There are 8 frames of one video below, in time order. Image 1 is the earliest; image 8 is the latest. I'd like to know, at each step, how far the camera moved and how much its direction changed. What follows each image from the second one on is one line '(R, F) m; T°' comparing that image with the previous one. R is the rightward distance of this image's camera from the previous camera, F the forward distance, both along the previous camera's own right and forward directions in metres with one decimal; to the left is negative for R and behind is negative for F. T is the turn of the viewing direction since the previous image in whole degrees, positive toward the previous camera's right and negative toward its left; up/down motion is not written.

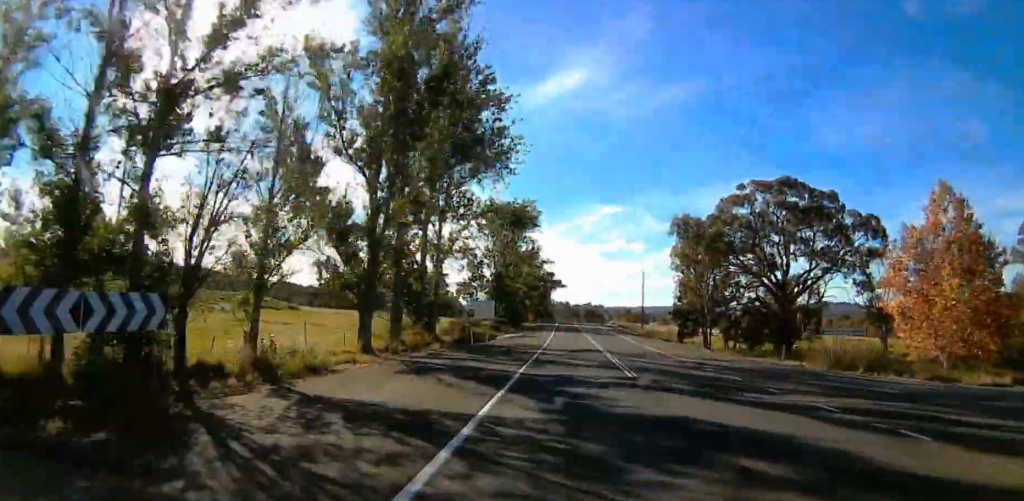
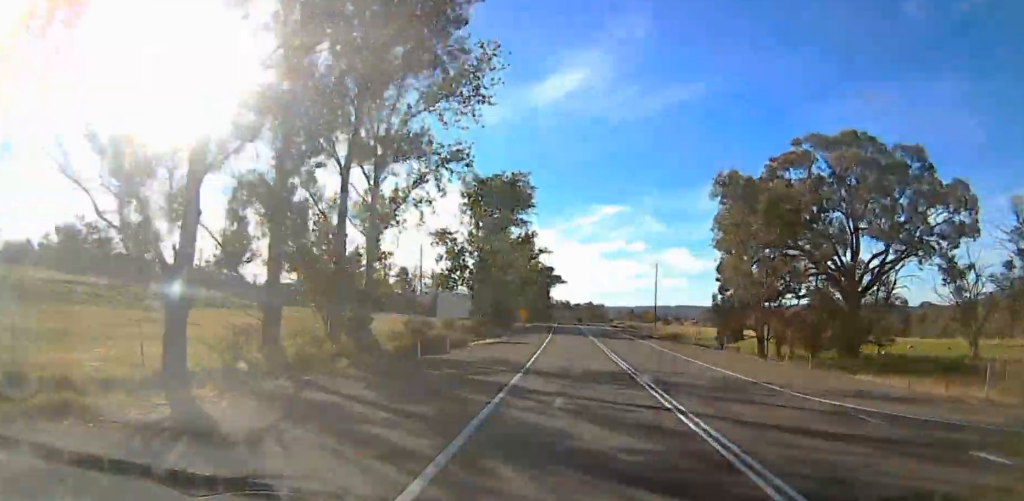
(-0.4, +16.9) m; -1°
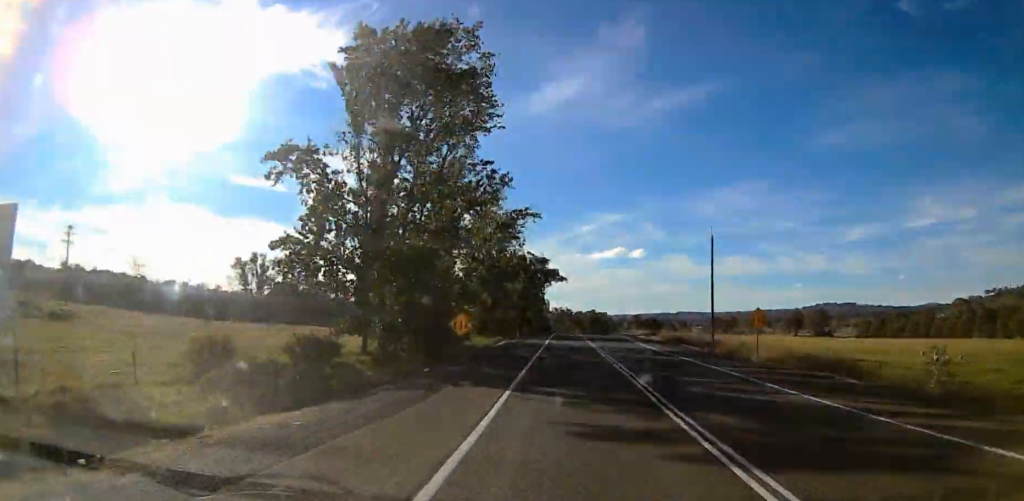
(0.0, +43.7) m; 0°
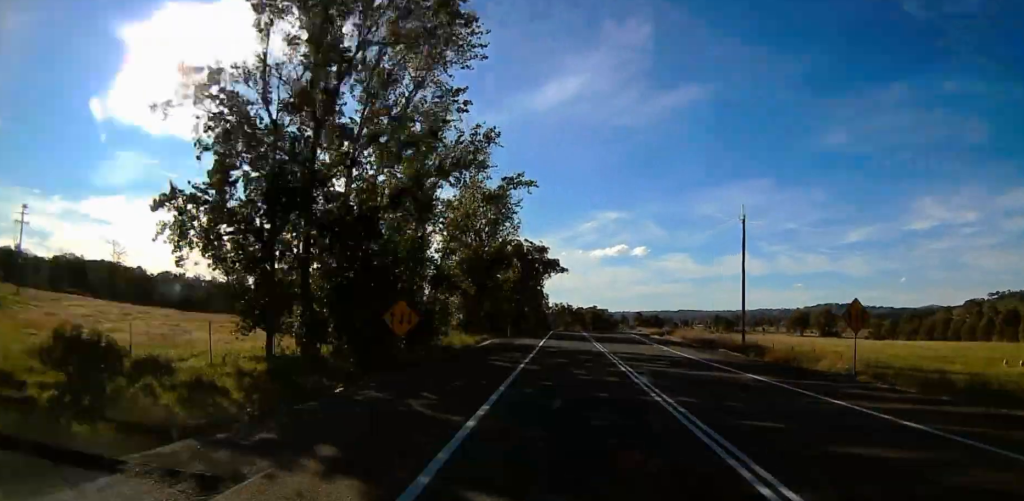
(0.0, +13.0) m; 0°
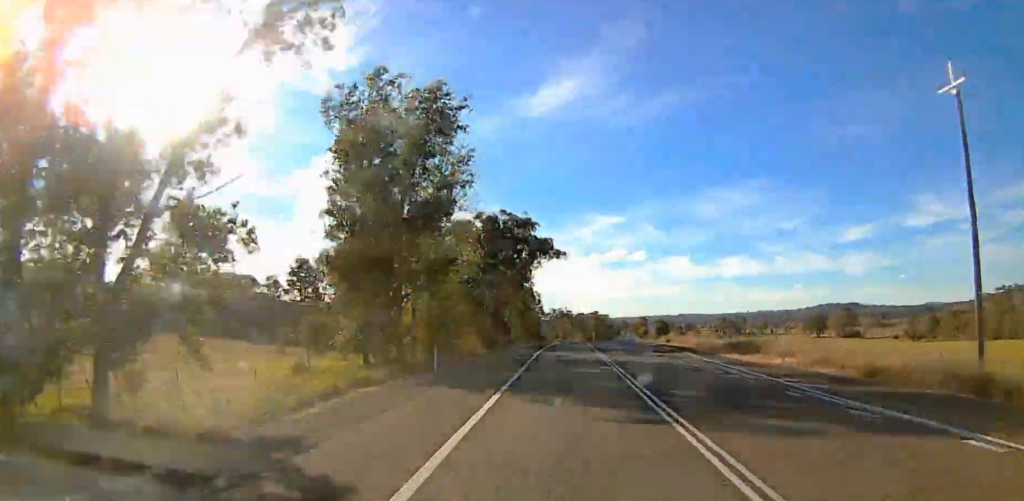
(0.0, +39.5) m; 0°
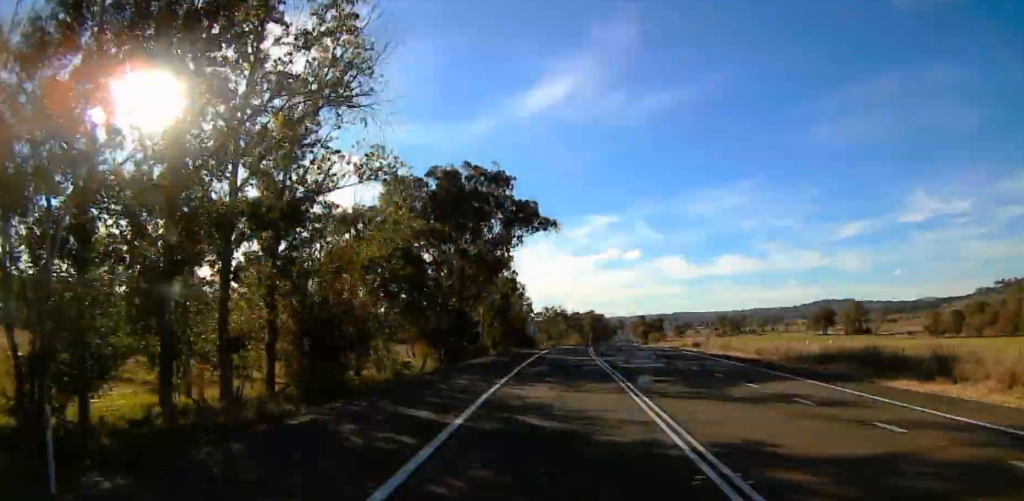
(0.0, +26.8) m; 0°
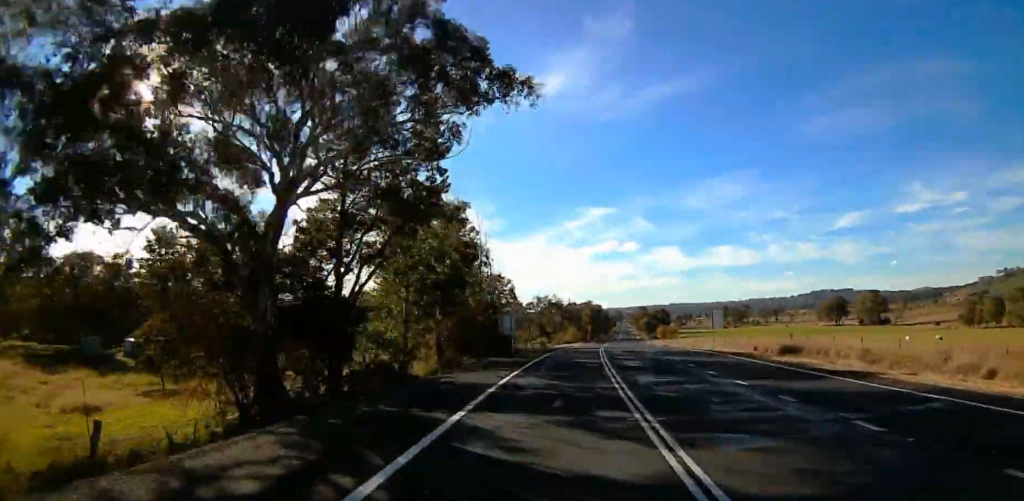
(+0.1, +37.8) m; +1°
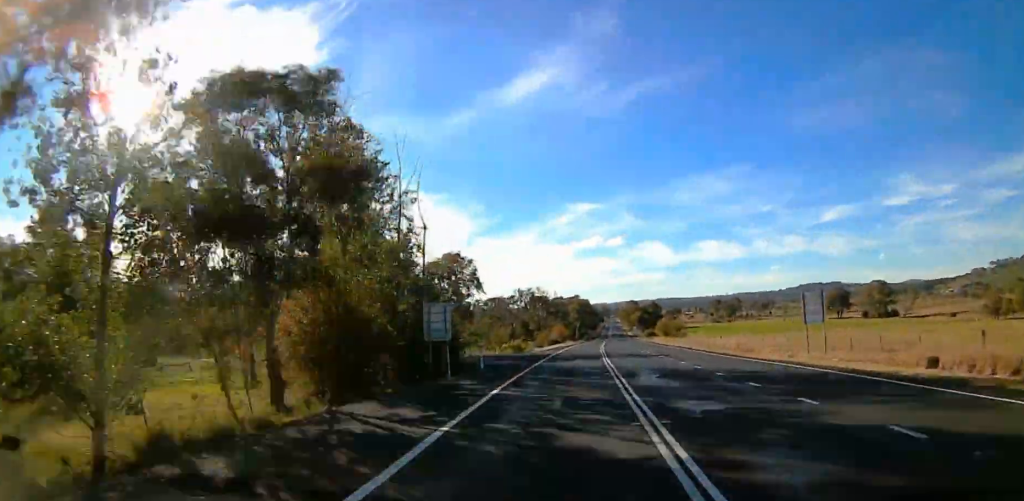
(+0.4, +30.4) m; +1°
